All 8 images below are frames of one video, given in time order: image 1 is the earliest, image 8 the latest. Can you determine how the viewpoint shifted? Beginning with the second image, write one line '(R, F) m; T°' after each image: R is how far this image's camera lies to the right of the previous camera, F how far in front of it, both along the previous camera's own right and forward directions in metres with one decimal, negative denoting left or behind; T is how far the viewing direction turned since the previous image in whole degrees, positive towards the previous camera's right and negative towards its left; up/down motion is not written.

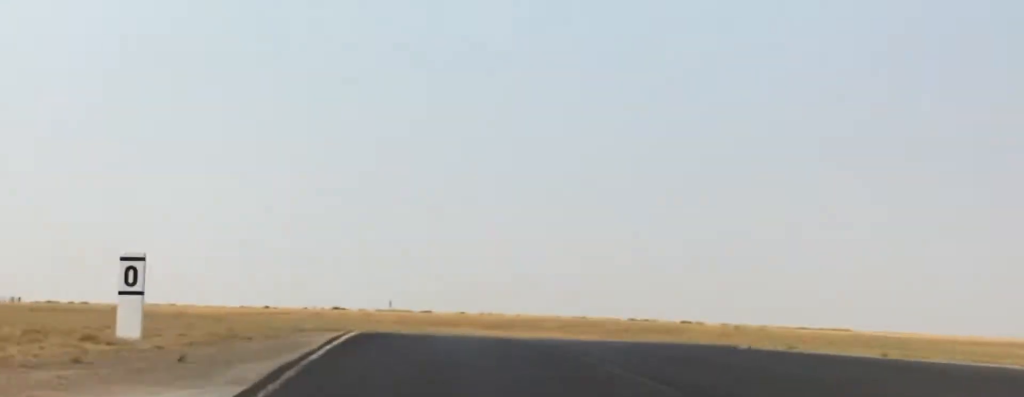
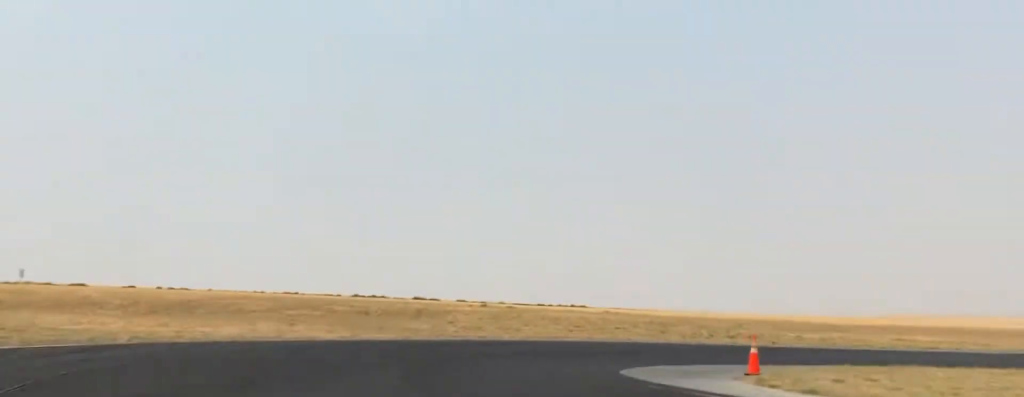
(+0.9, +24.9) m; +17°
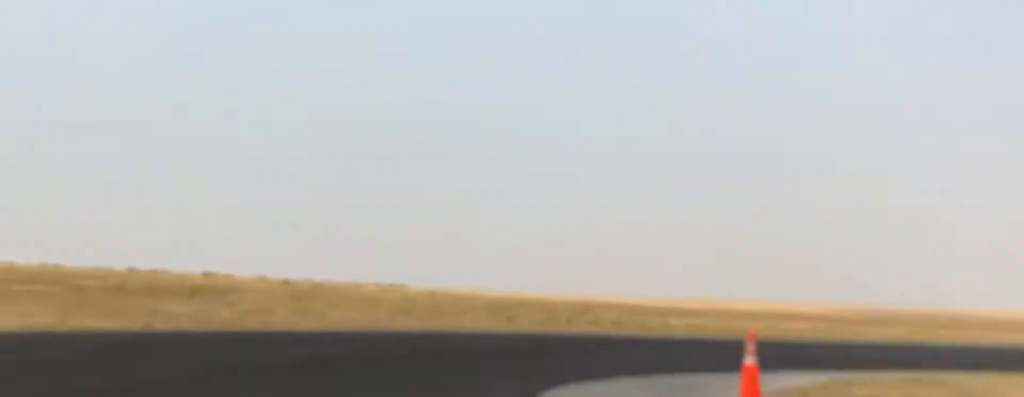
(-1.4, +9.9) m; +14°
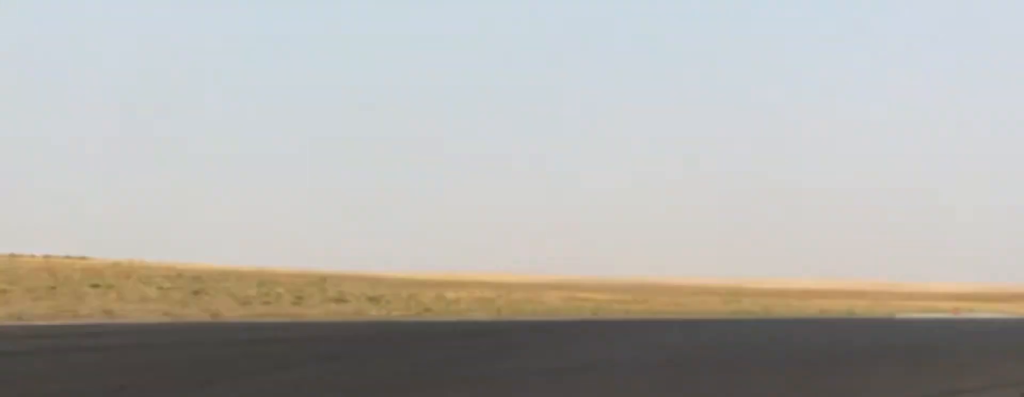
(+4.2, +11.4) m; +26°
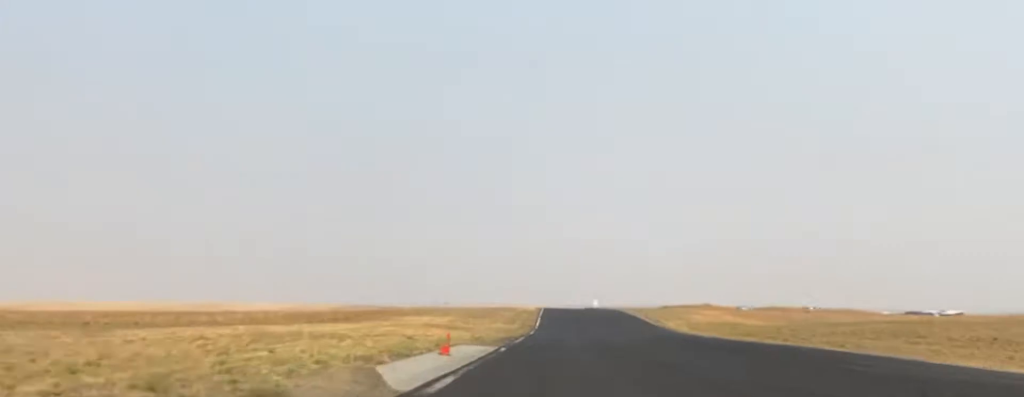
(+14.6, +27.1) m; +44°
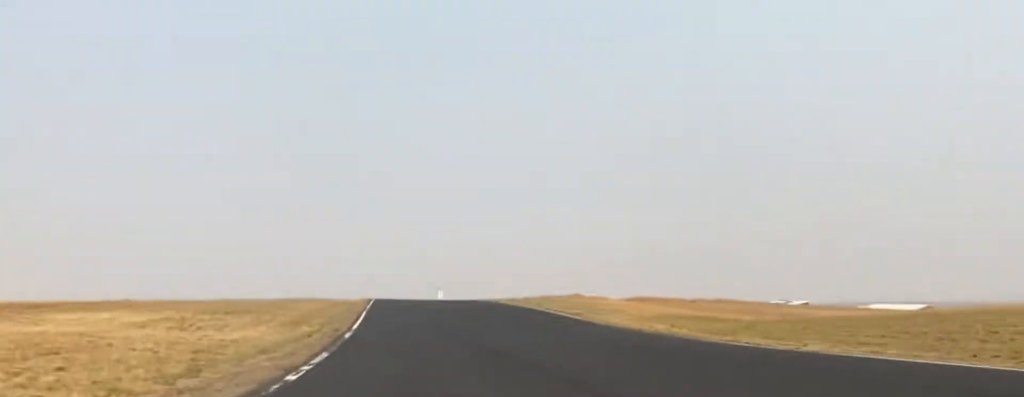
(+6.2, +44.1) m; +7°
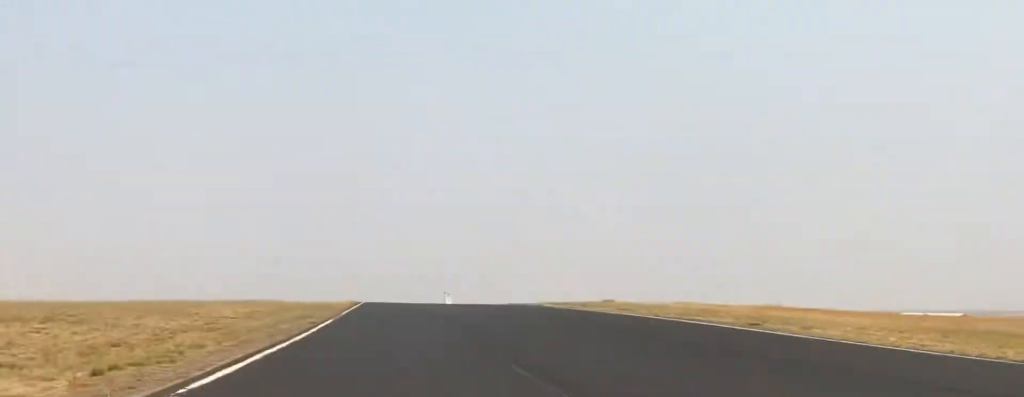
(-0.2, +24.8) m; -4°
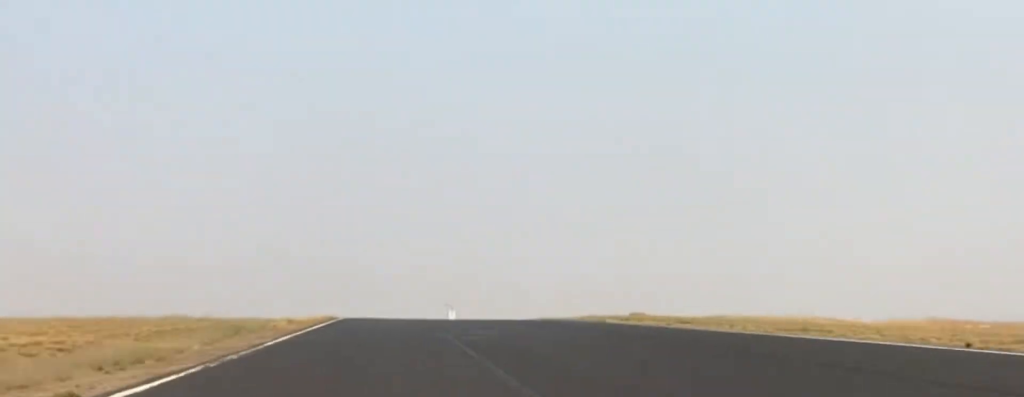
(-1.0, +19.0) m; -2°
